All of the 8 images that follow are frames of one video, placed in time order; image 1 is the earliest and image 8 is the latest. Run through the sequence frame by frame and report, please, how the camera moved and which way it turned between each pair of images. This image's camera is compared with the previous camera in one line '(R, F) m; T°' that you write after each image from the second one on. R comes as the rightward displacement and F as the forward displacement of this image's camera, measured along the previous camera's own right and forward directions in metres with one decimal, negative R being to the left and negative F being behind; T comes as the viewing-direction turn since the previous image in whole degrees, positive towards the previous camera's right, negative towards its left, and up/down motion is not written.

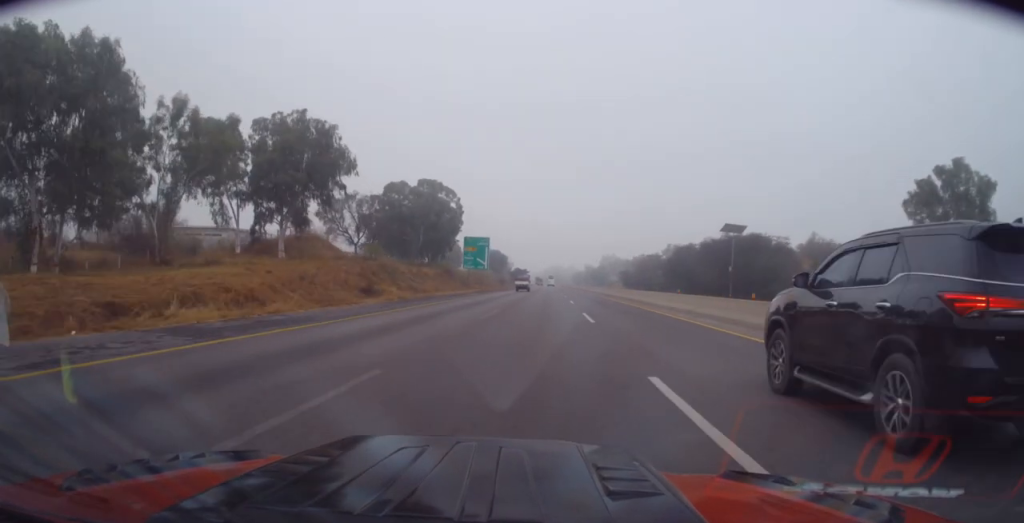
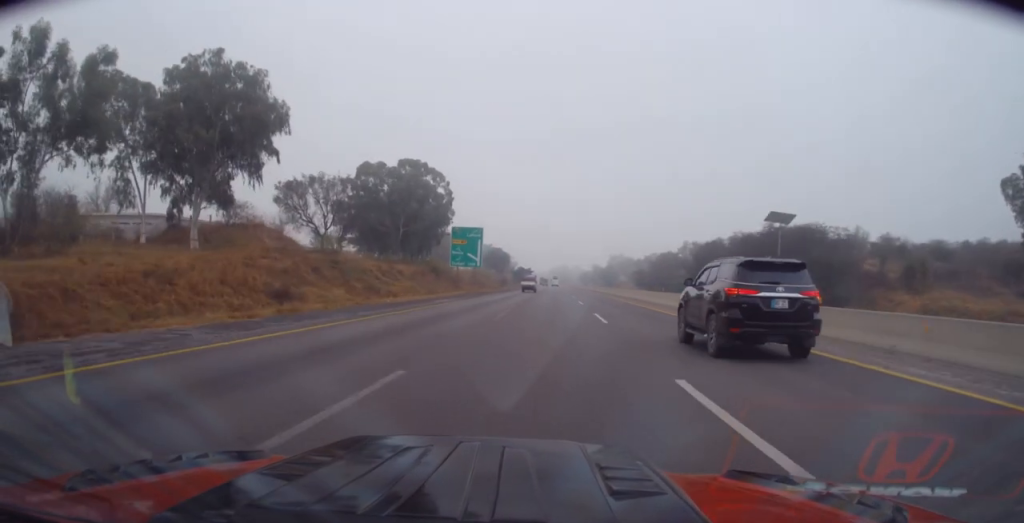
(0.0, +17.8) m; -1°
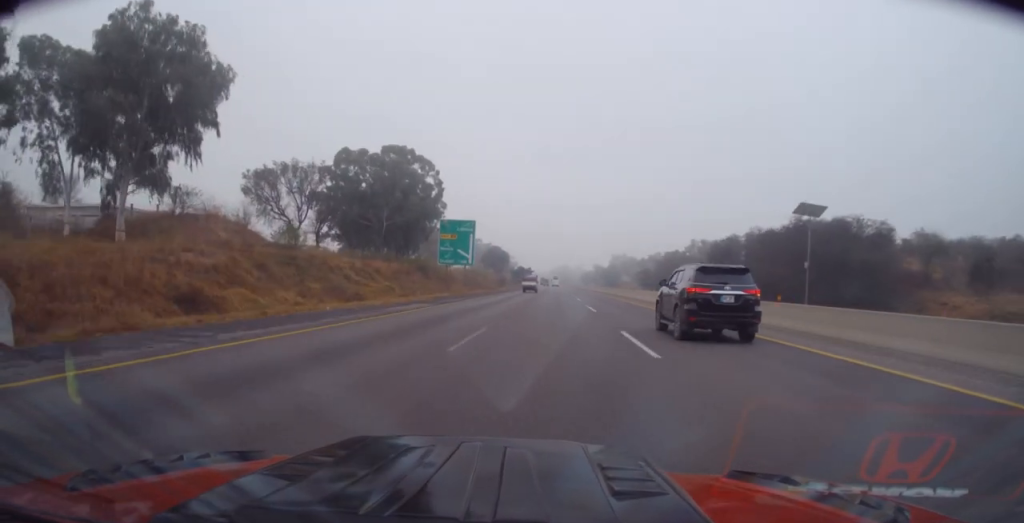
(+0.1, +10.0) m; -1°
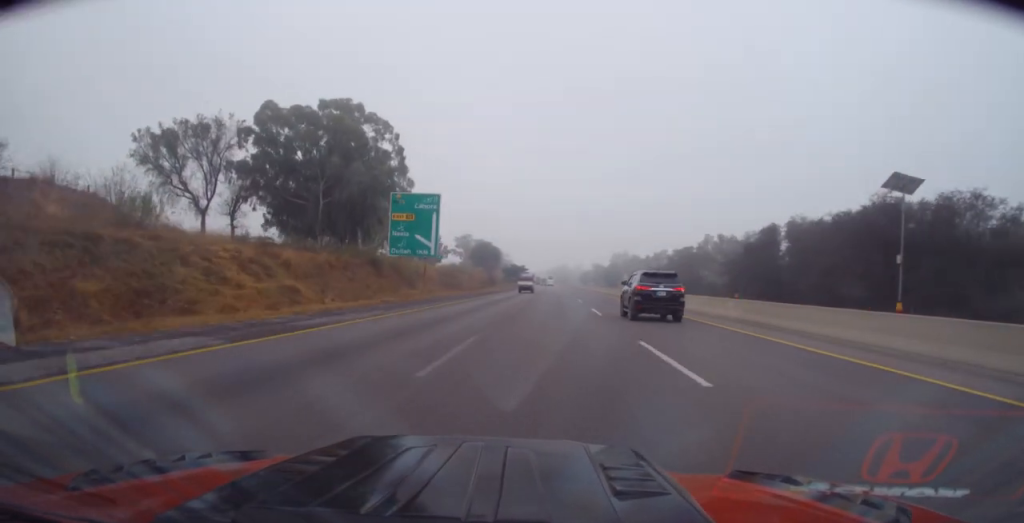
(-0.5, +20.9) m; 0°
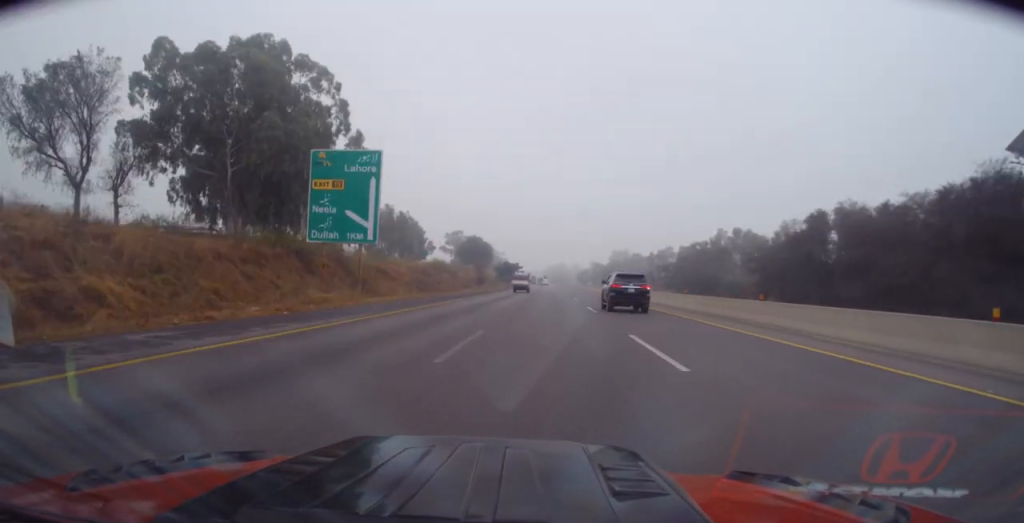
(+0.3, +16.6) m; +1°
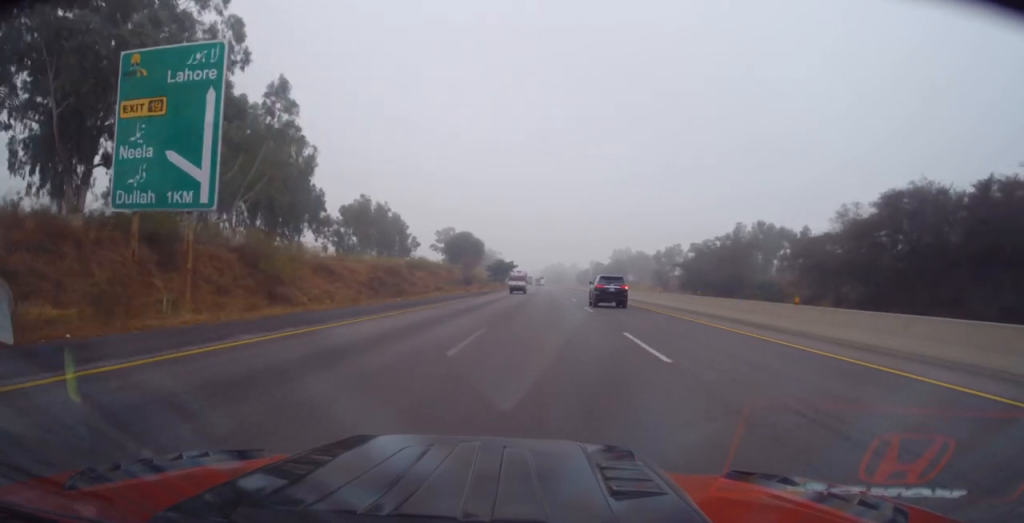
(+0.2, +16.7) m; +1°
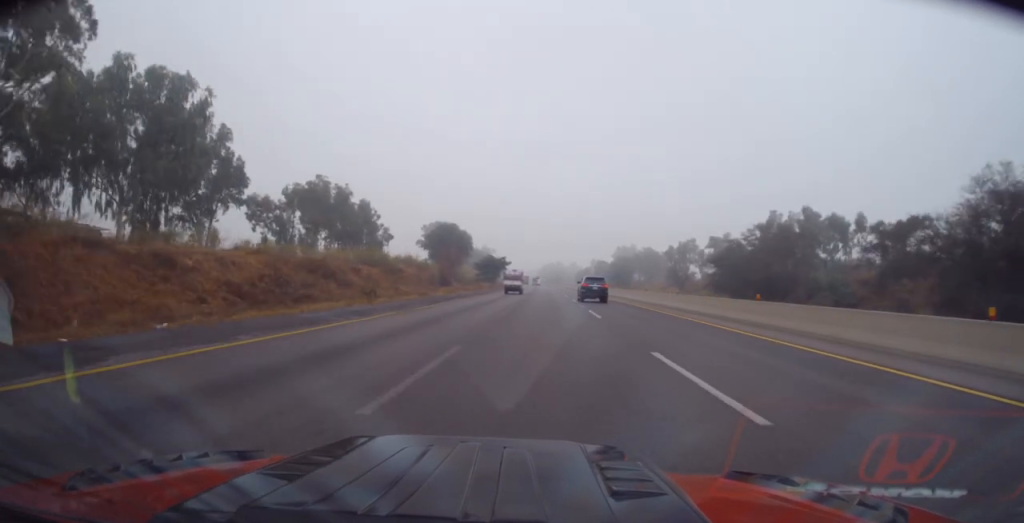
(+0.1, +22.6) m; 0°
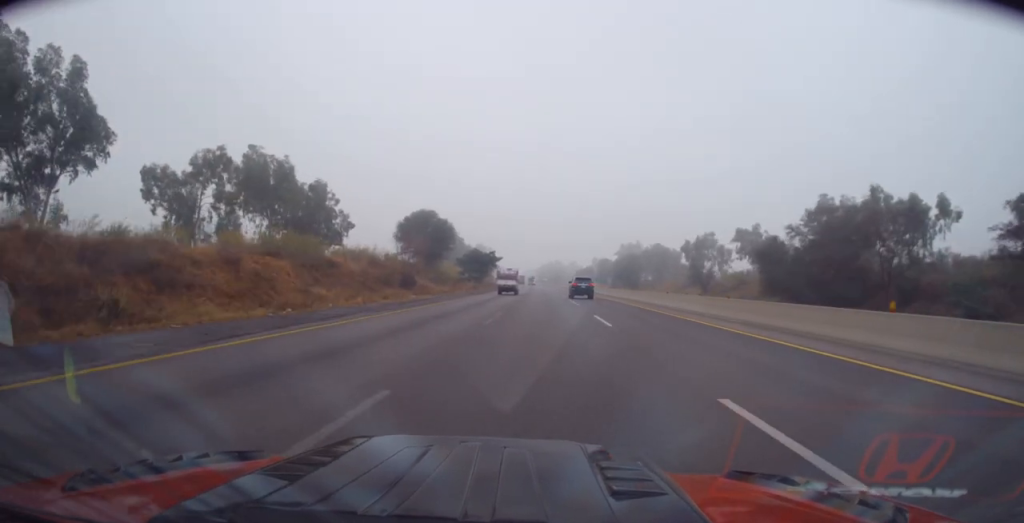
(-0.1, +22.8) m; 0°
